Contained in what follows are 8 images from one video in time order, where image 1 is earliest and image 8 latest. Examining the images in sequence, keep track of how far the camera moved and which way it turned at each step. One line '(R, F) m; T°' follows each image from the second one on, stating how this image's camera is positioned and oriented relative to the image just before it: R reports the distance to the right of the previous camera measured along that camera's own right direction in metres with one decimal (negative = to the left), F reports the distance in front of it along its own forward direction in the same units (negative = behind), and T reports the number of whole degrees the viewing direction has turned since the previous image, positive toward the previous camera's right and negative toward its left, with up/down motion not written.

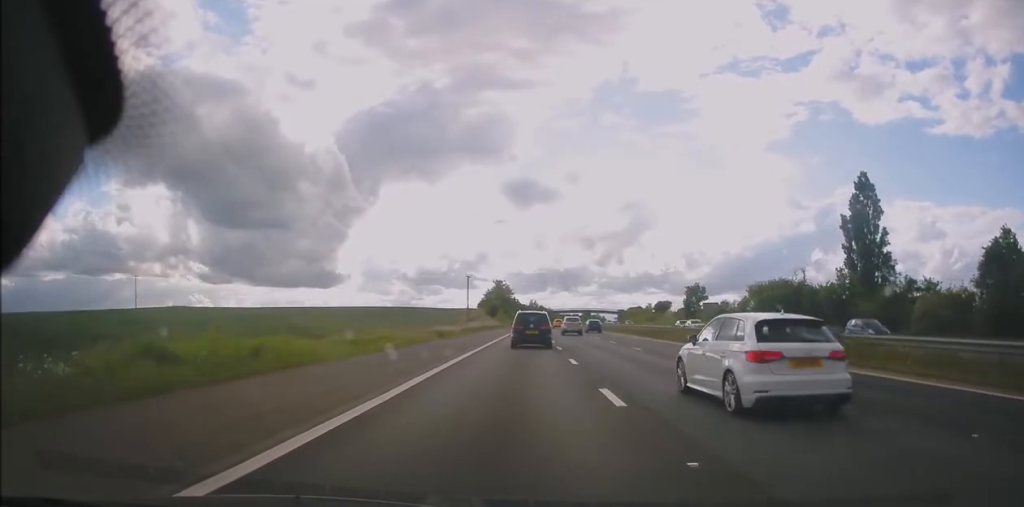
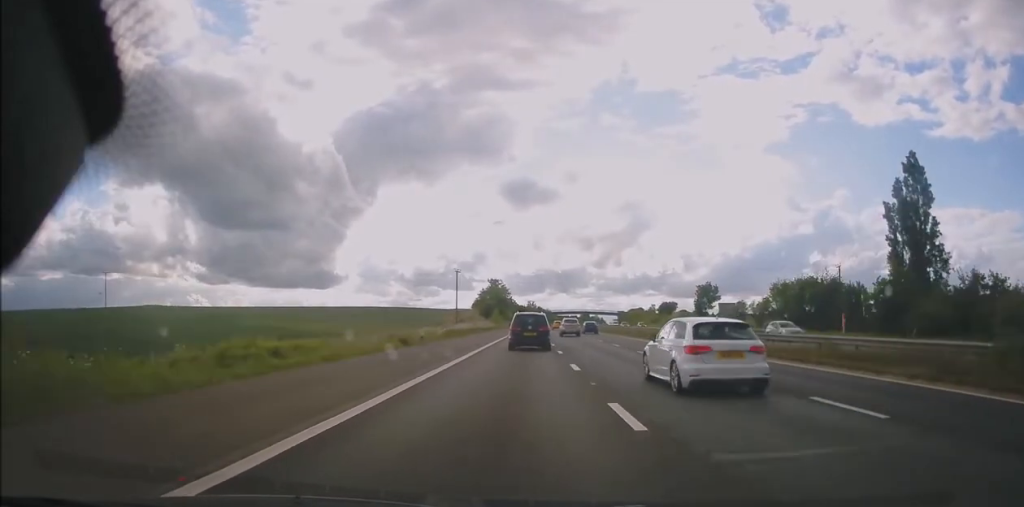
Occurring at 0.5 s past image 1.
(0.0, +10.7) m; +1°
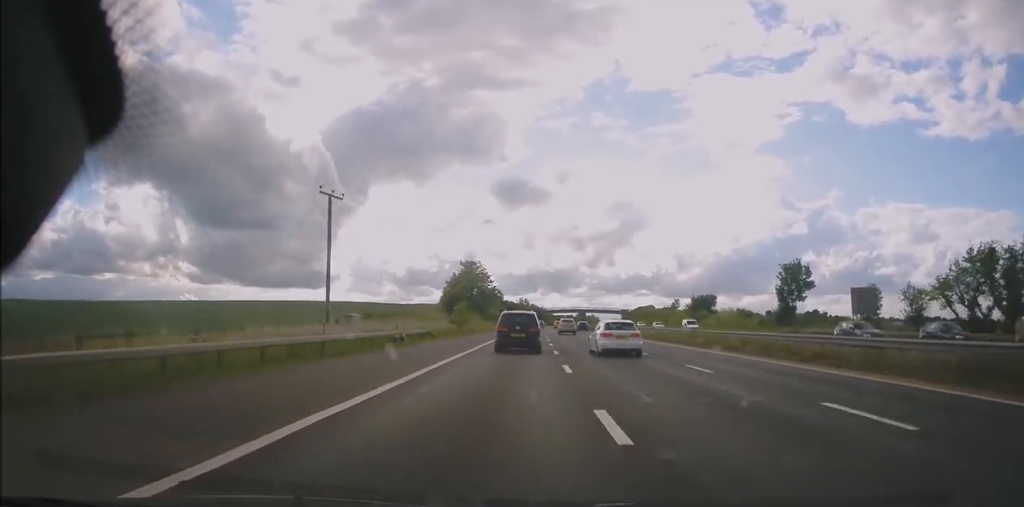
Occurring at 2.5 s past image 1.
(-0.4, +45.1) m; 0°
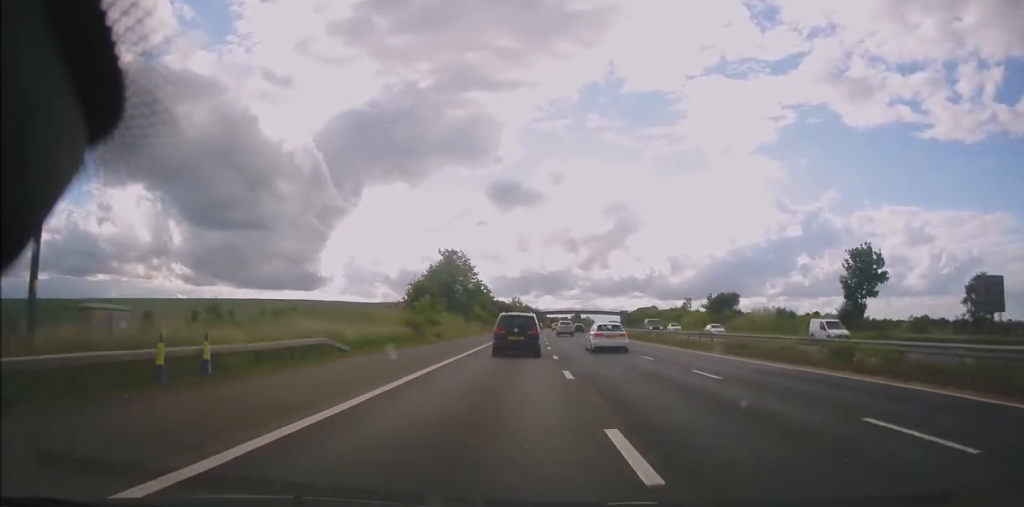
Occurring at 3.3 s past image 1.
(+0.7, +20.2) m; +2°
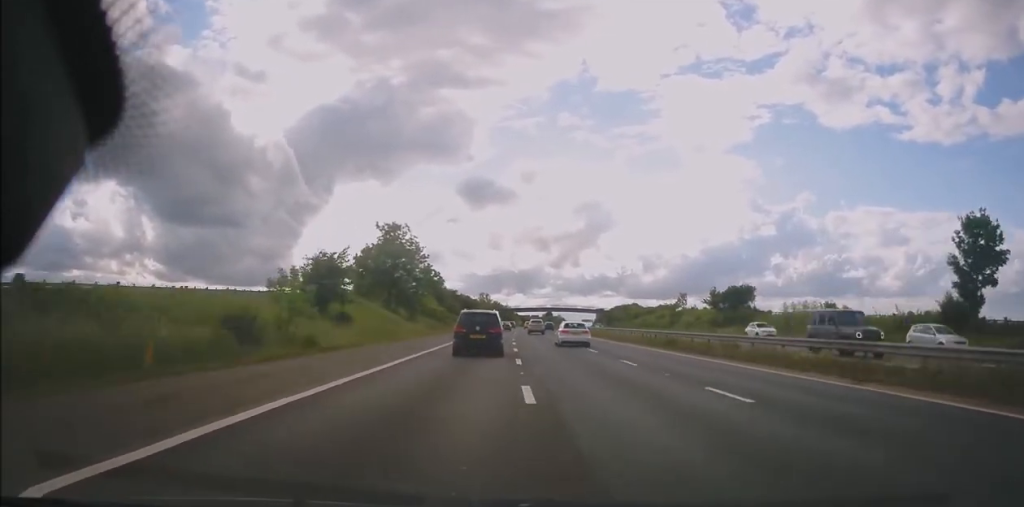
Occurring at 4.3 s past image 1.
(+0.1, +22.9) m; 0°
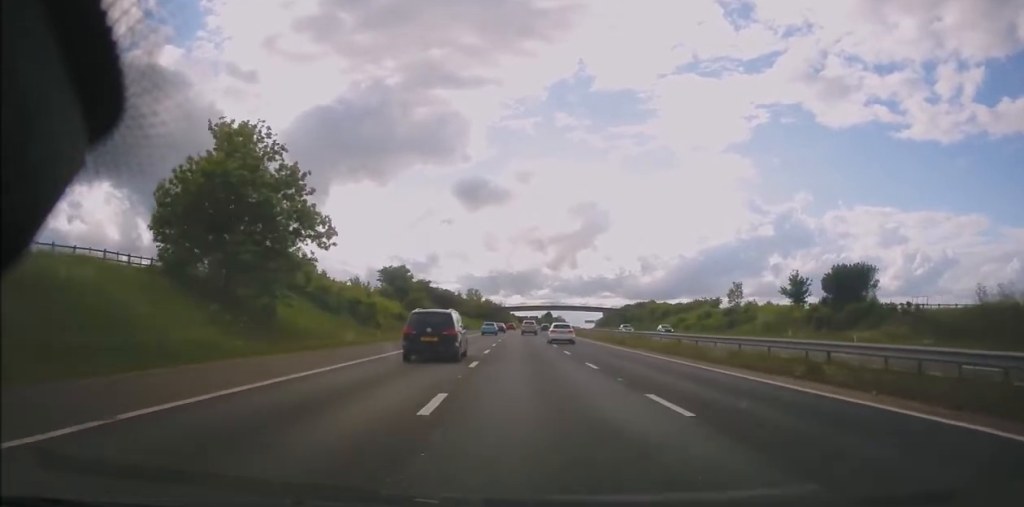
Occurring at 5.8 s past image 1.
(+0.2, +36.8) m; +1°
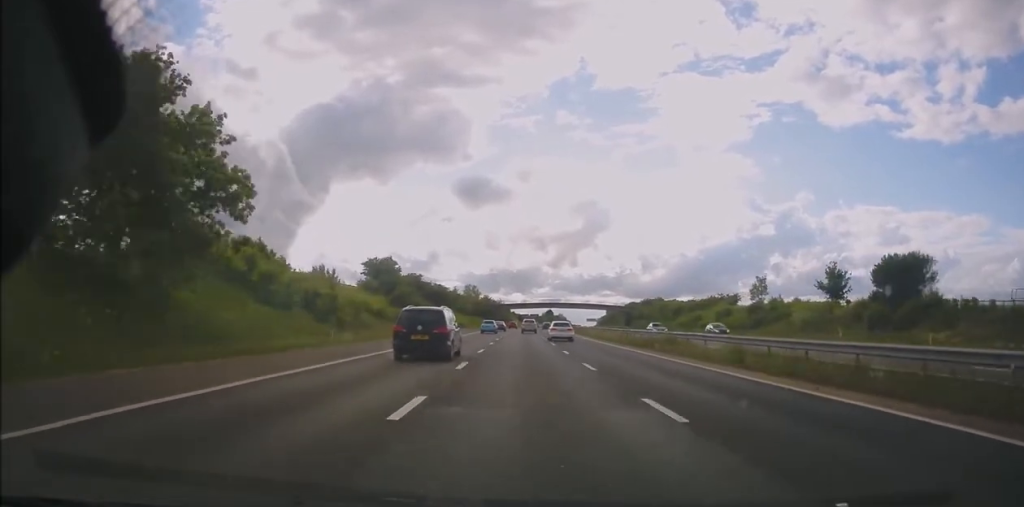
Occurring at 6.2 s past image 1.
(+0.2, +10.1) m; 0°
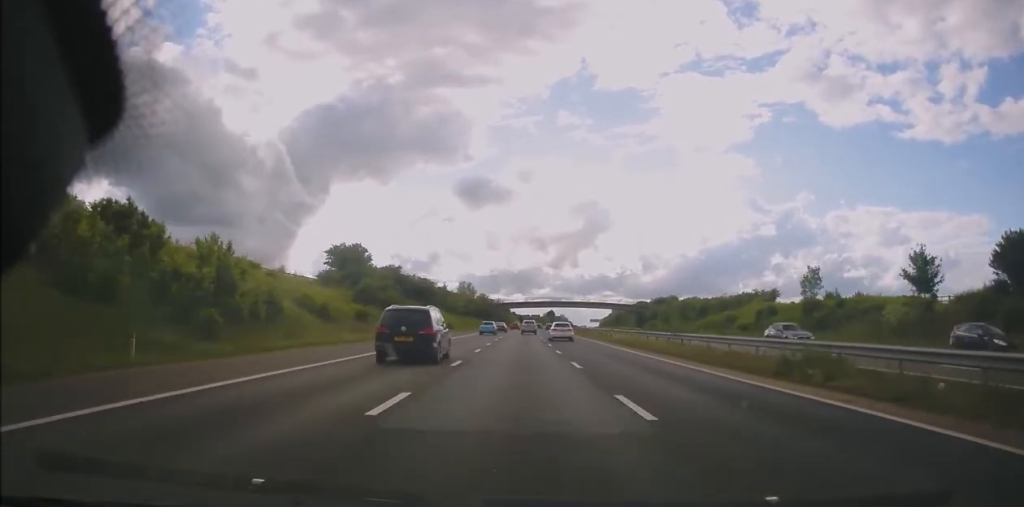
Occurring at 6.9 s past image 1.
(0.0, +17.2) m; 0°
